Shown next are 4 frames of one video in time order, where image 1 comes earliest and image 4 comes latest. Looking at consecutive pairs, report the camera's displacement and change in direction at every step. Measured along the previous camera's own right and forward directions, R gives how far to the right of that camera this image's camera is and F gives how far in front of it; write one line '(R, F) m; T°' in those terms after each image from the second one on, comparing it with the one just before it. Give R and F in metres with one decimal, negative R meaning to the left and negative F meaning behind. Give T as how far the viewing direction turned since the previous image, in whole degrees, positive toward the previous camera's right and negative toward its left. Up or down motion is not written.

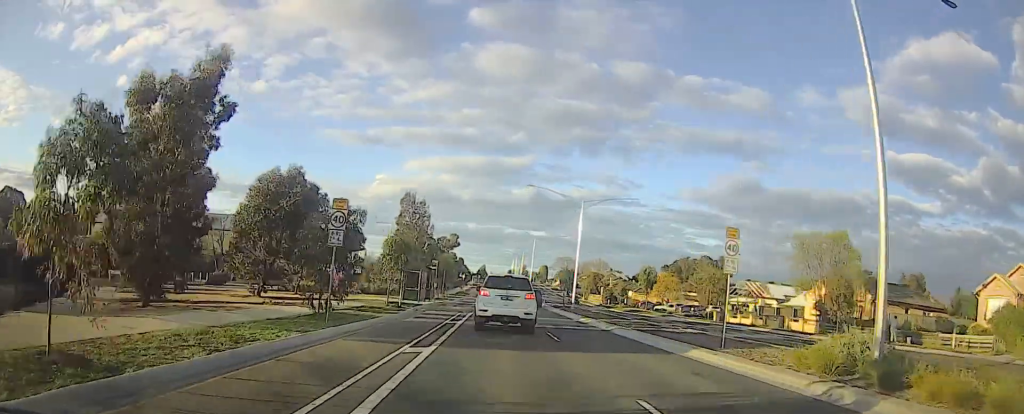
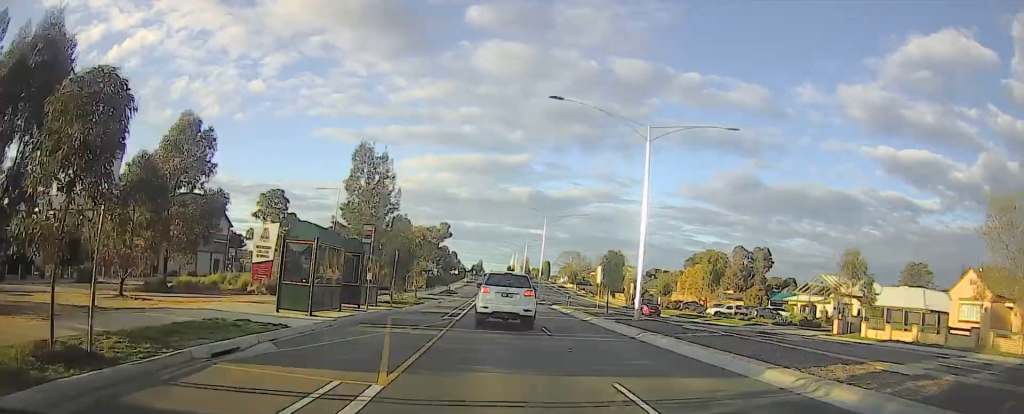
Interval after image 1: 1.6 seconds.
(-0.1, +21.9) m; 0°
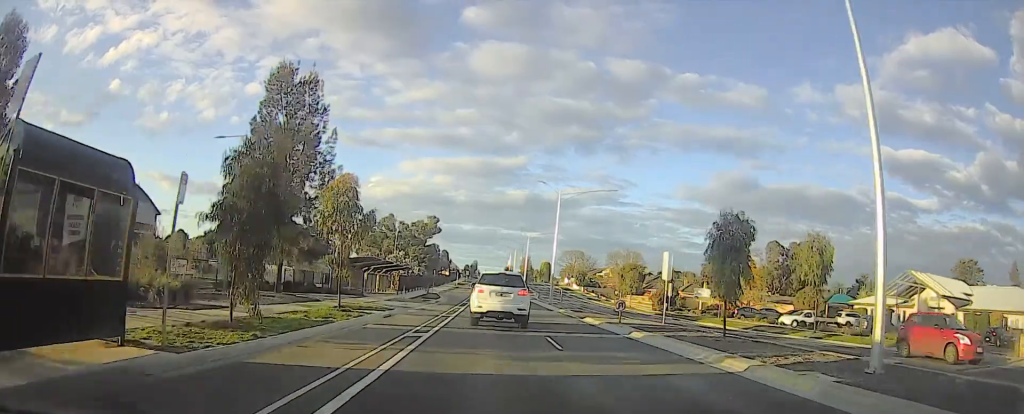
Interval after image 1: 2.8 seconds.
(+0.3, +17.5) m; +2°
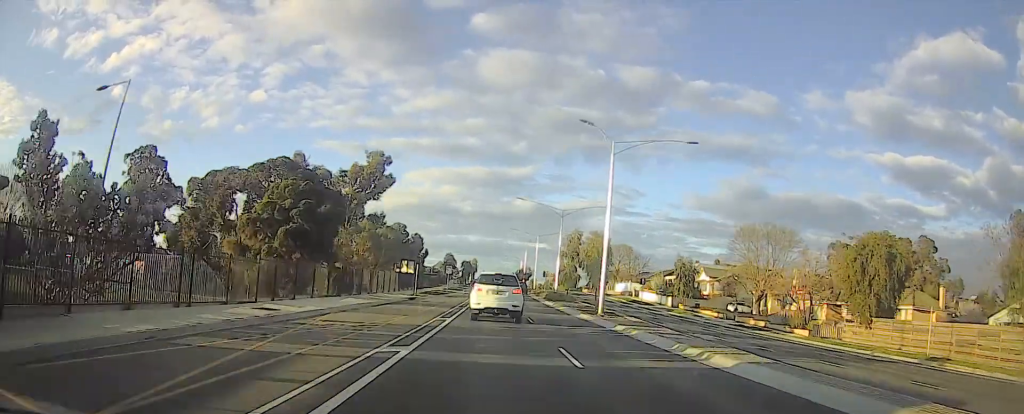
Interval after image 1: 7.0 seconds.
(-2.0, +61.5) m; -3°
